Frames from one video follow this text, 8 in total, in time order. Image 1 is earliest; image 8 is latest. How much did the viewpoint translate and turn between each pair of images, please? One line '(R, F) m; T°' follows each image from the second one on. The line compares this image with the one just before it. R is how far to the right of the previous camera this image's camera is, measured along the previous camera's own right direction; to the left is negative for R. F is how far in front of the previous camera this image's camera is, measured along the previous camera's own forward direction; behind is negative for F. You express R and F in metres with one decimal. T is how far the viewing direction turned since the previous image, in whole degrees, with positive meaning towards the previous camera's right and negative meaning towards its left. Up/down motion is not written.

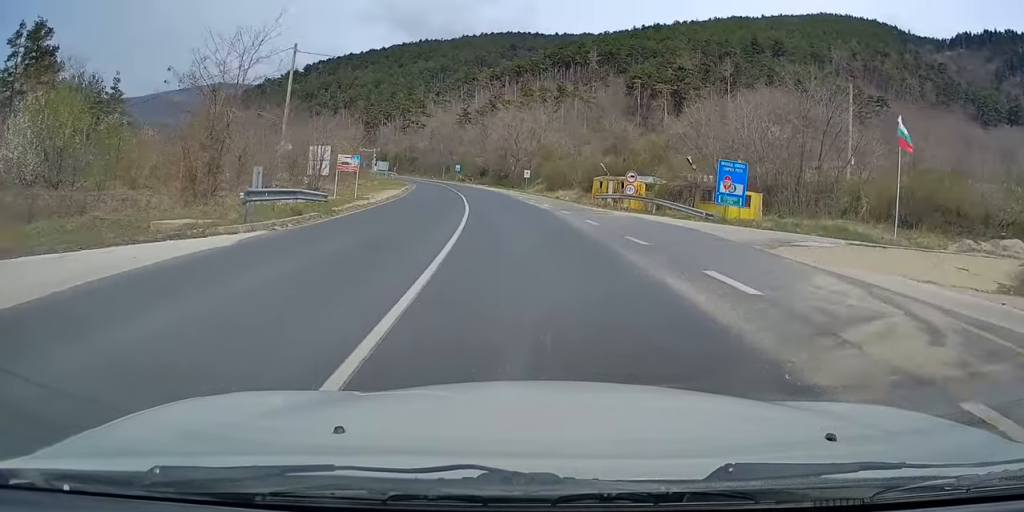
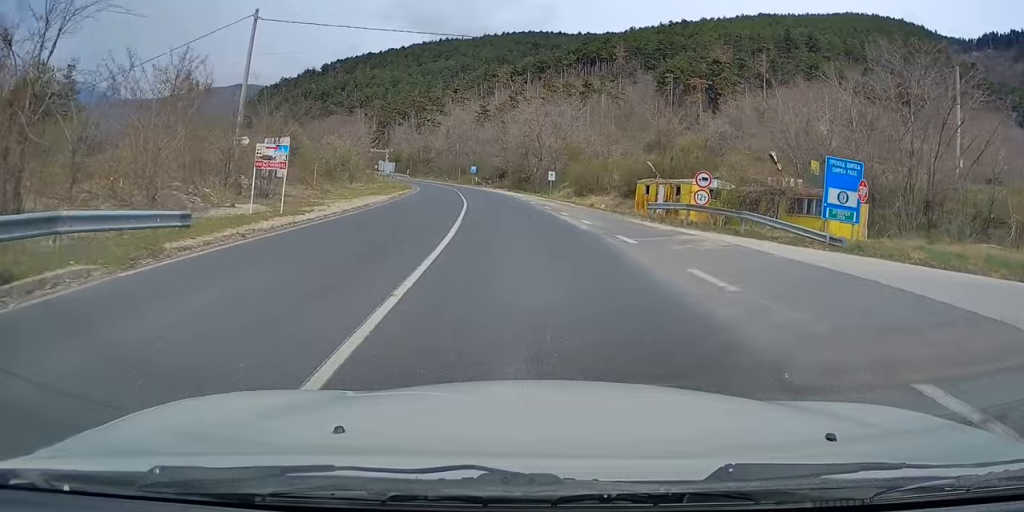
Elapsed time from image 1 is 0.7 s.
(-0.1, +11.3) m; -1°
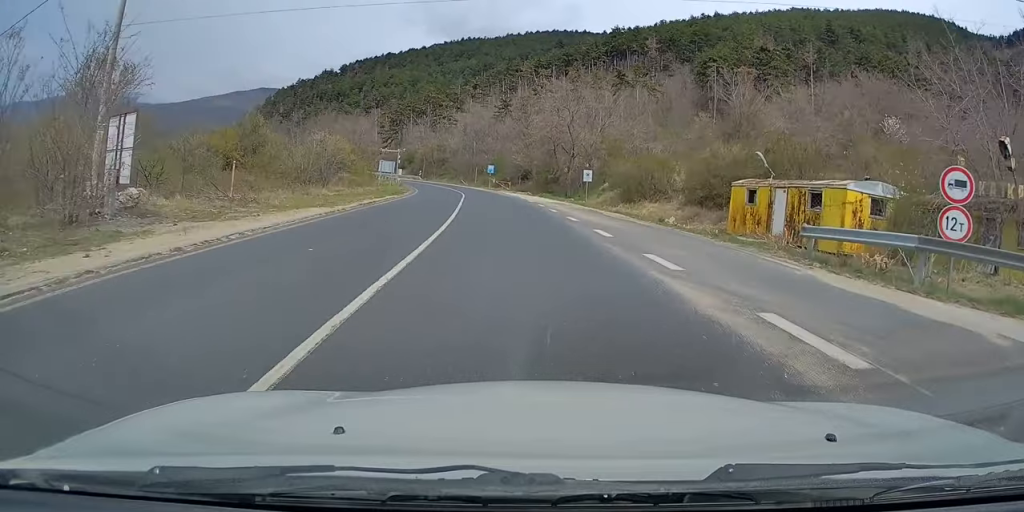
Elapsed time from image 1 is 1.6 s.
(-0.3, +15.4) m; -2°
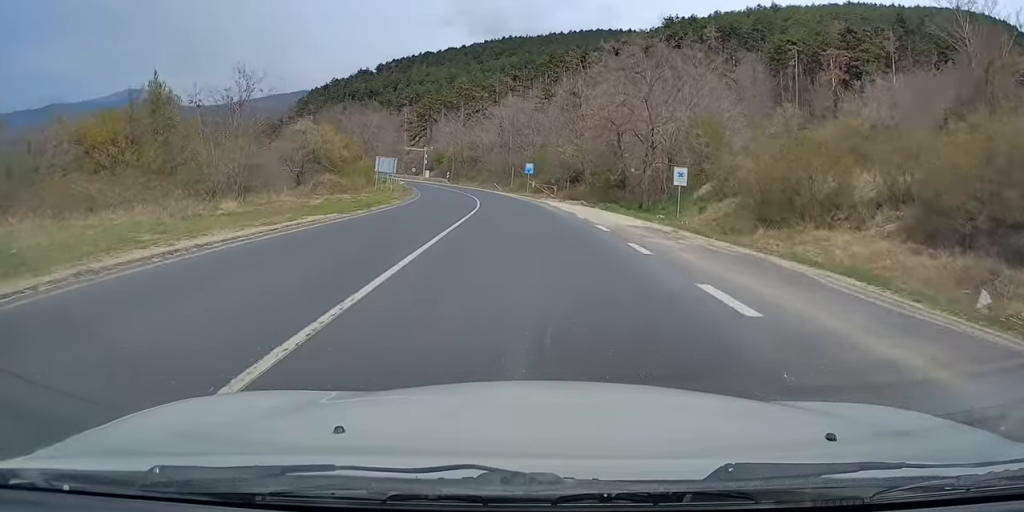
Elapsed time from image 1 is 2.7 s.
(-0.6, +20.2) m; -4°
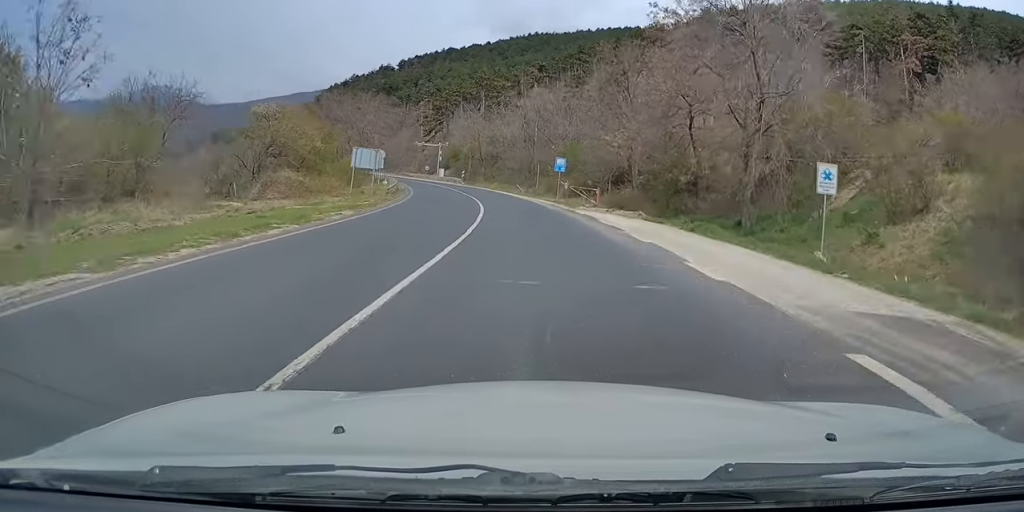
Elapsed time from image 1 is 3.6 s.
(-0.4, +14.6) m; -3°
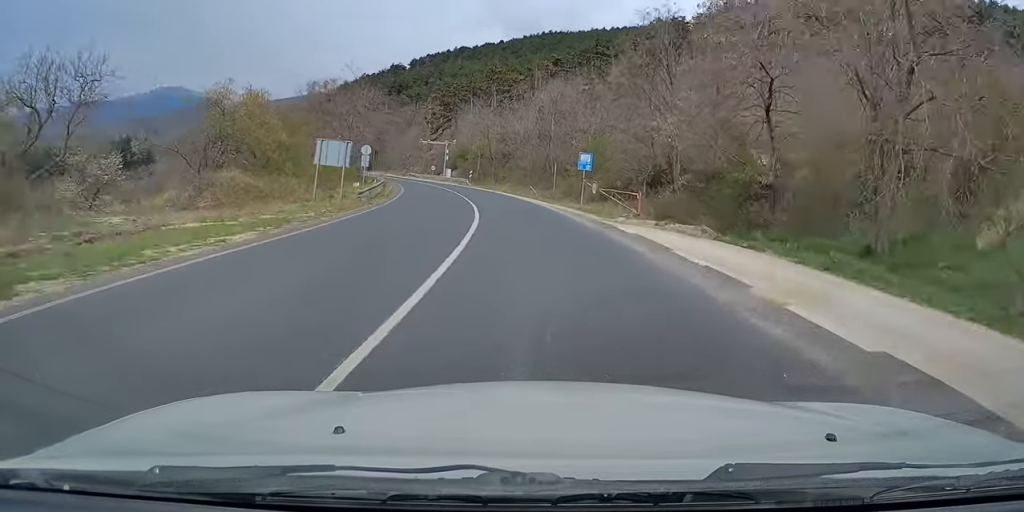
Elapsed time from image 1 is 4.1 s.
(0.0, +9.4) m; -2°
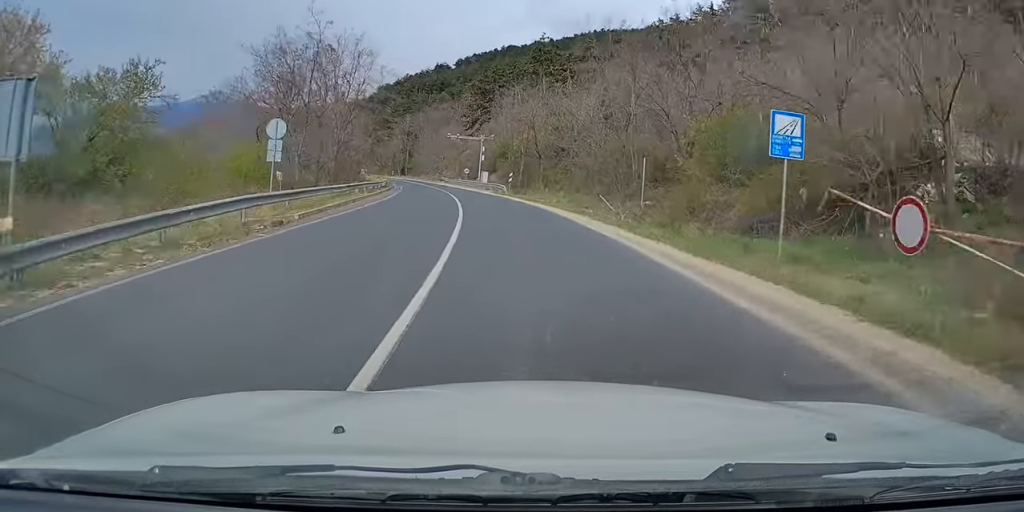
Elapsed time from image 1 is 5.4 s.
(-1.0, +23.2) m; -4°
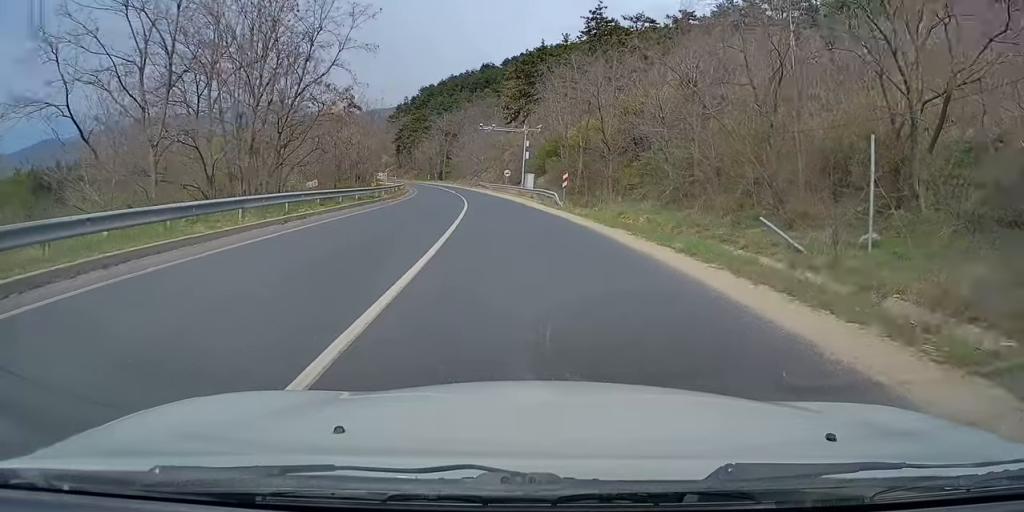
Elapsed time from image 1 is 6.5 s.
(-0.6, +19.3) m; -5°
